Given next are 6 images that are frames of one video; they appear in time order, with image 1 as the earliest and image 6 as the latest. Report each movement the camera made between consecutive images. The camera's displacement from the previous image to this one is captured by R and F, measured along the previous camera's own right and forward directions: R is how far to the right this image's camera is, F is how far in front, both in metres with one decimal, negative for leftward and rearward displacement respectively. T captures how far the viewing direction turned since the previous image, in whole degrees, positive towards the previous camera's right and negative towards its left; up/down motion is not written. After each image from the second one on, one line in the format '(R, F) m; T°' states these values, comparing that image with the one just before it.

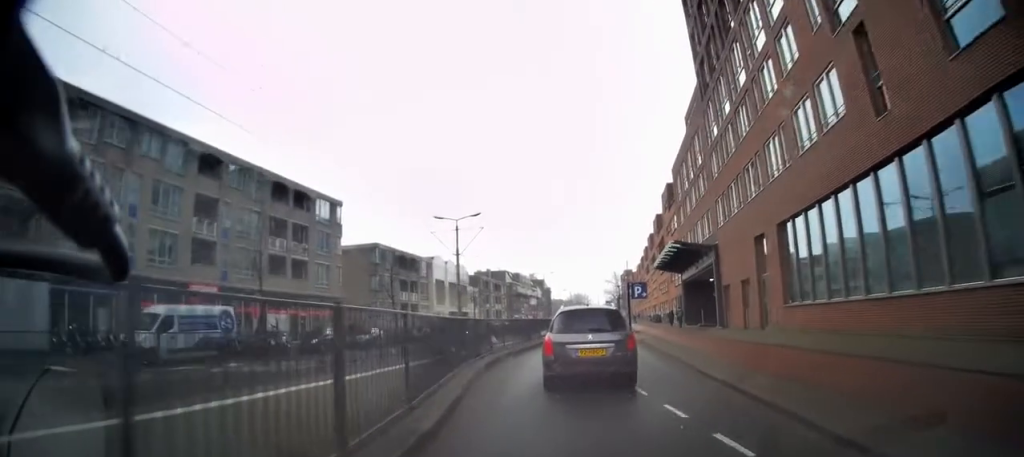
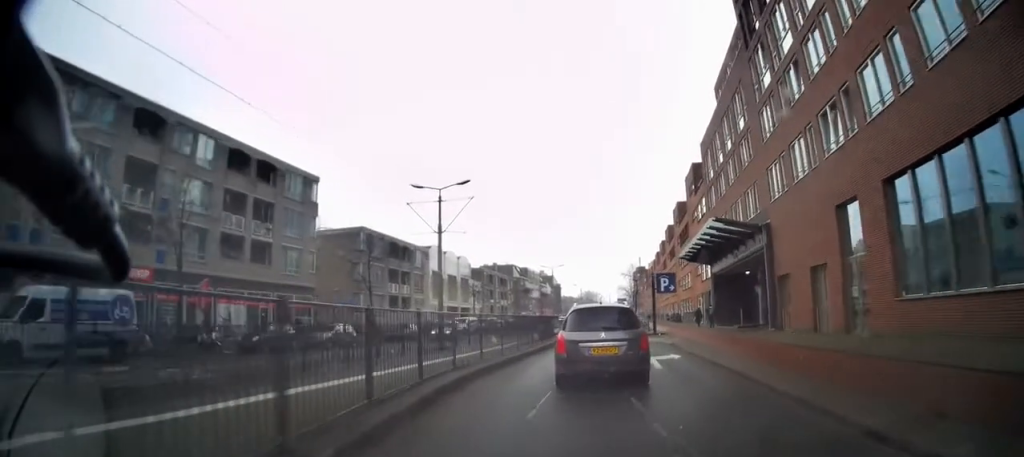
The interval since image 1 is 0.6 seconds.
(-0.2, +7.9) m; 0°
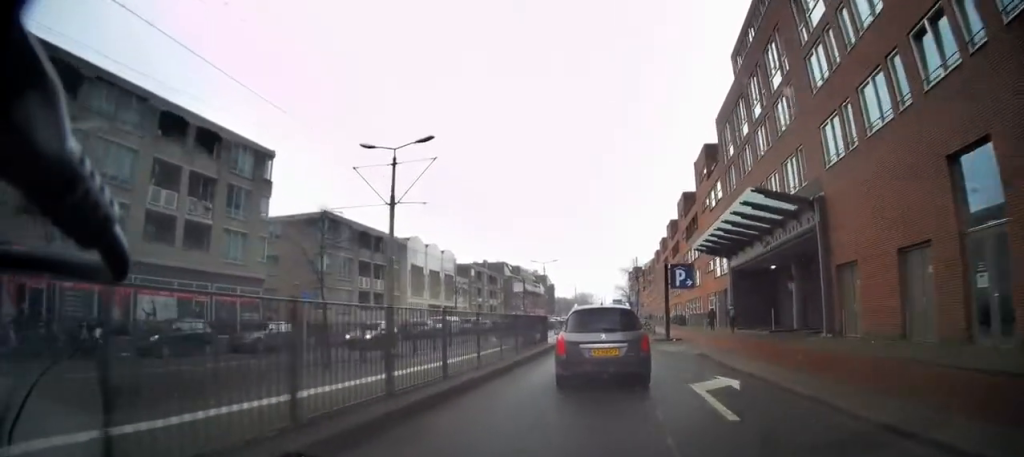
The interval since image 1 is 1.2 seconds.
(0.0, +7.1) m; 0°
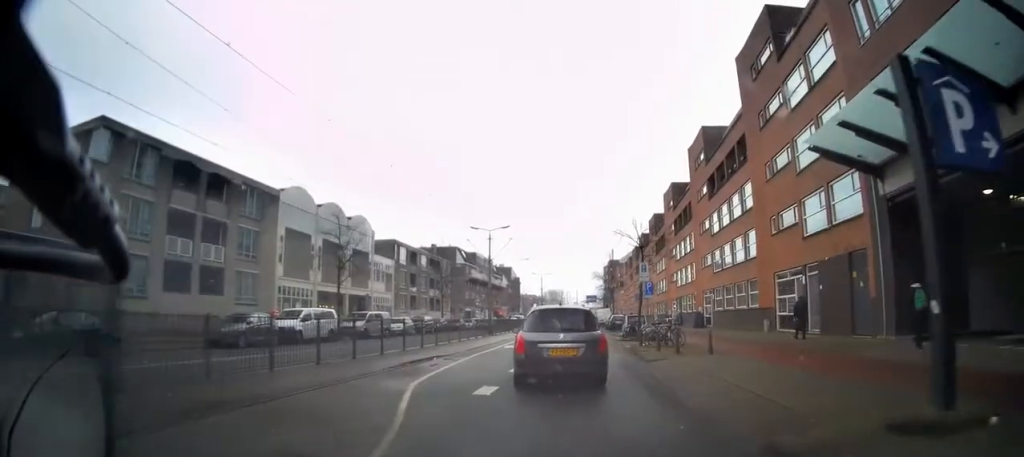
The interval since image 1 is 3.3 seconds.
(+0.2, +22.5) m; +1°
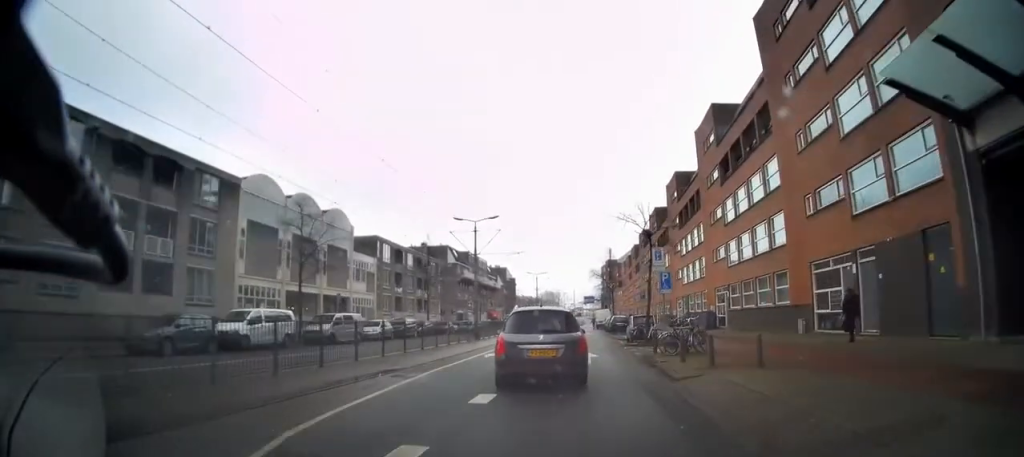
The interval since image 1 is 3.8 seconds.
(+0.1, +4.5) m; 0°
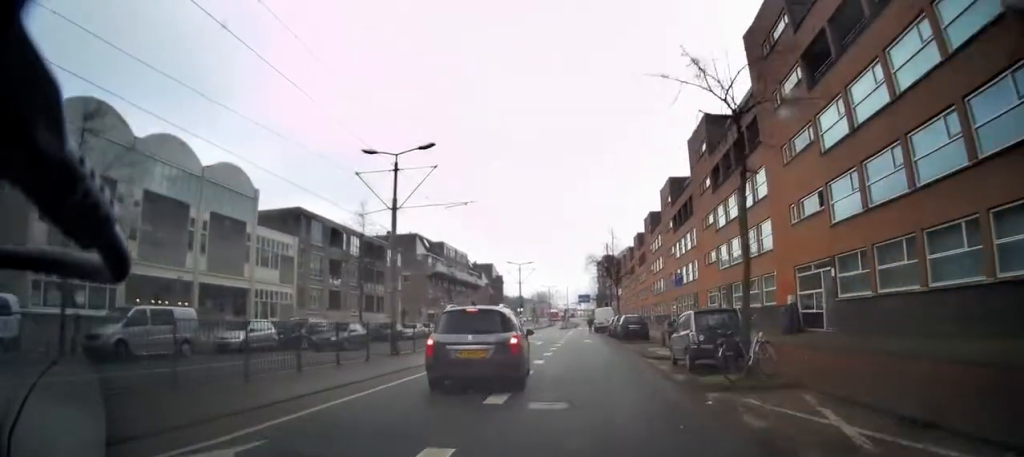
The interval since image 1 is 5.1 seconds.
(-0.1, +13.9) m; -1°
